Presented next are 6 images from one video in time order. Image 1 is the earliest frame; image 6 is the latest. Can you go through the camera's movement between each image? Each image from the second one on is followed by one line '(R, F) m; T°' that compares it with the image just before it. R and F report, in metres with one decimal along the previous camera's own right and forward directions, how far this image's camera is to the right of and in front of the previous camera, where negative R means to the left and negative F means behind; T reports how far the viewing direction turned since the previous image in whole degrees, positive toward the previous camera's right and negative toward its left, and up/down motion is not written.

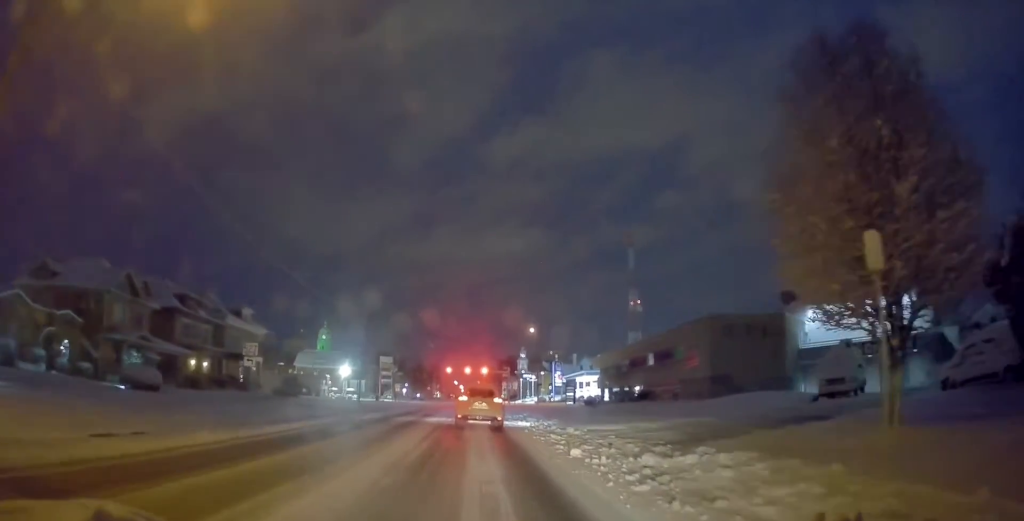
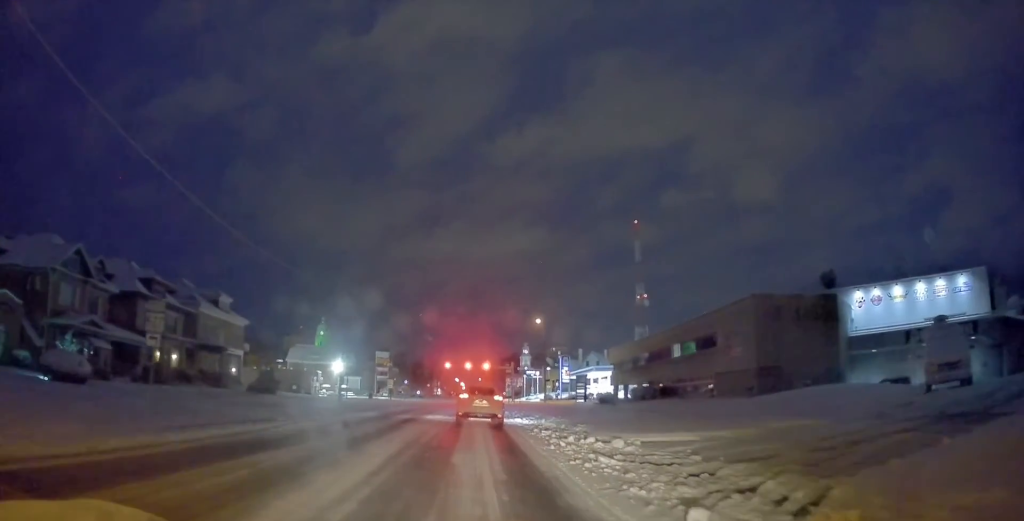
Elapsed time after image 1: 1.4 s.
(0.0, +8.0) m; 0°
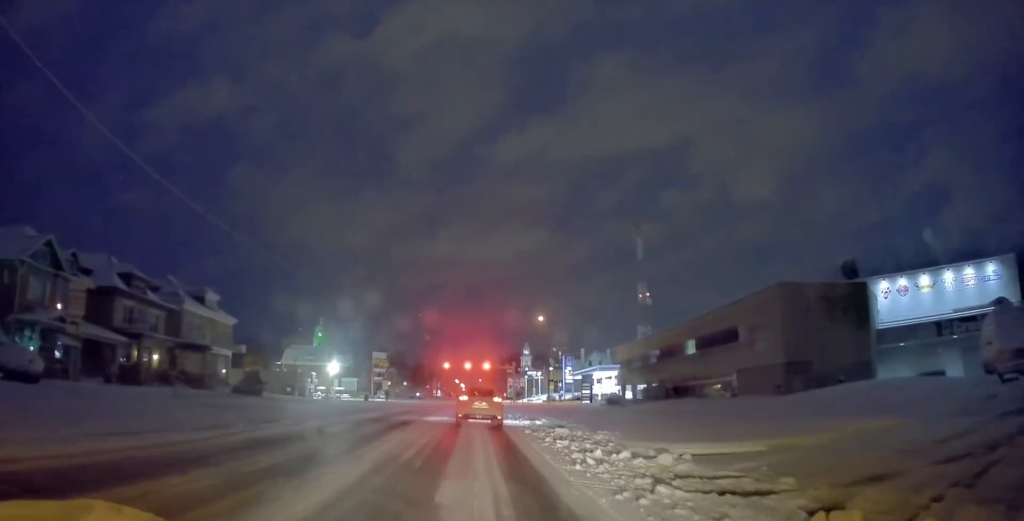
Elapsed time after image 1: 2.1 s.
(0.0, +4.1) m; -1°
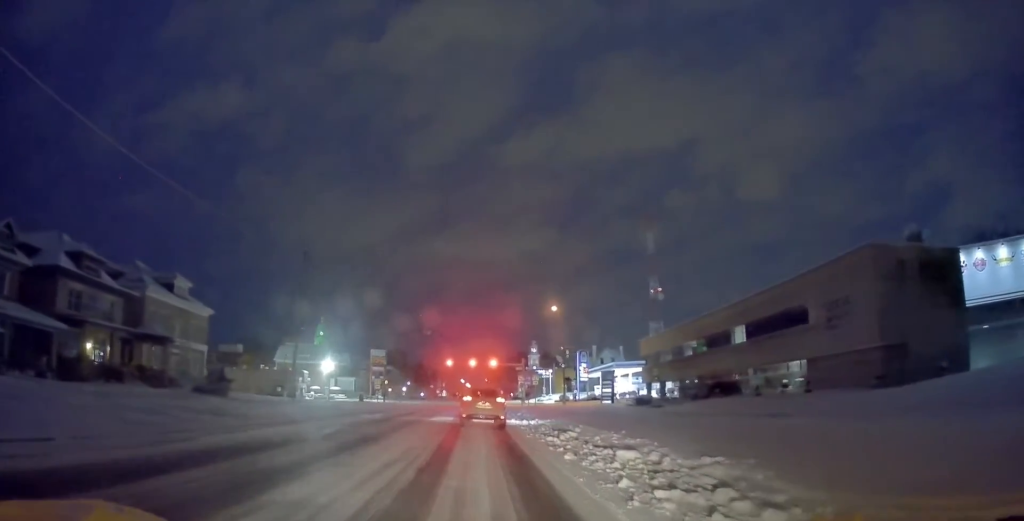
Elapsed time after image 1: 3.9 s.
(-0.2, +9.4) m; -1°
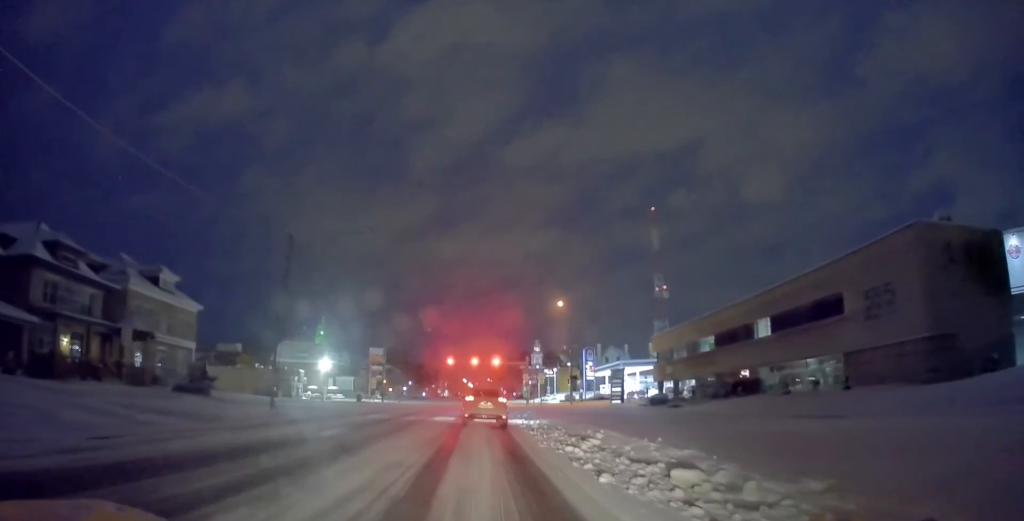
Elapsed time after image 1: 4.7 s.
(+0.1, +3.9) m; -1°
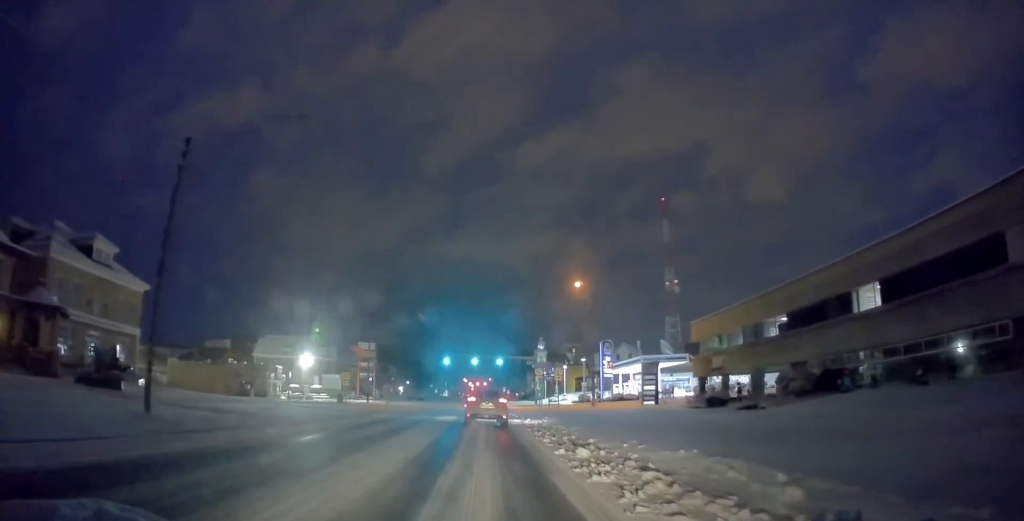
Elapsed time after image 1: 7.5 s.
(-0.2, +12.6) m; -2°
